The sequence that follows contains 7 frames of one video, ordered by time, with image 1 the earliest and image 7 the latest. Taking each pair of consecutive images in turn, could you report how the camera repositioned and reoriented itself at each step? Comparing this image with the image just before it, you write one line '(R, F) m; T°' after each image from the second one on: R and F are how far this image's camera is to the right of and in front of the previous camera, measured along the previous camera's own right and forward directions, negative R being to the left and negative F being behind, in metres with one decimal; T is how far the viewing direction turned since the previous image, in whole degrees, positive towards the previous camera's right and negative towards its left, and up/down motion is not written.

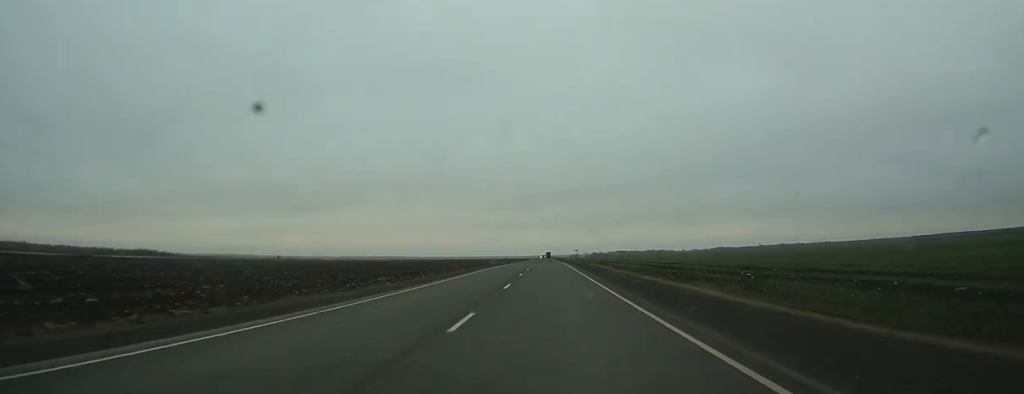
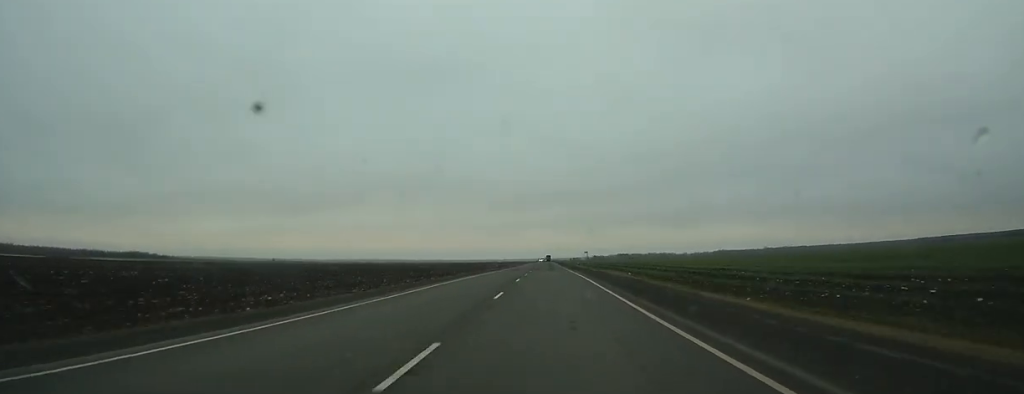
(-0.1, +28.7) m; 0°
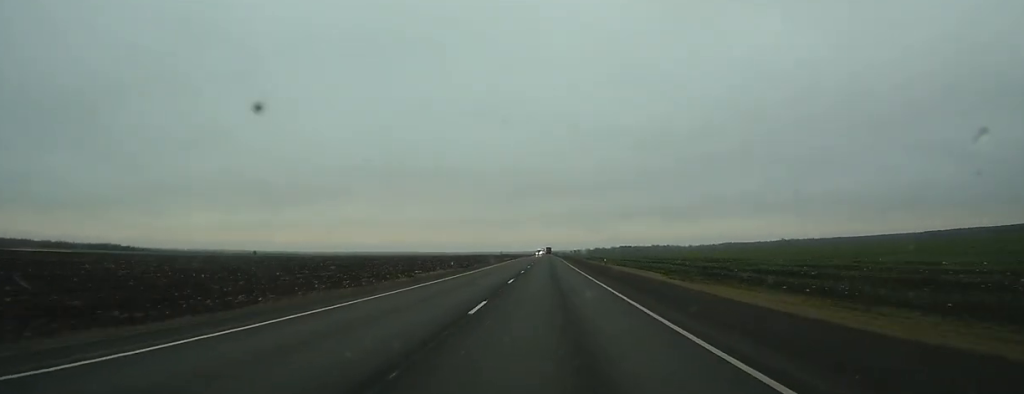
(+0.1, +90.4) m; 0°
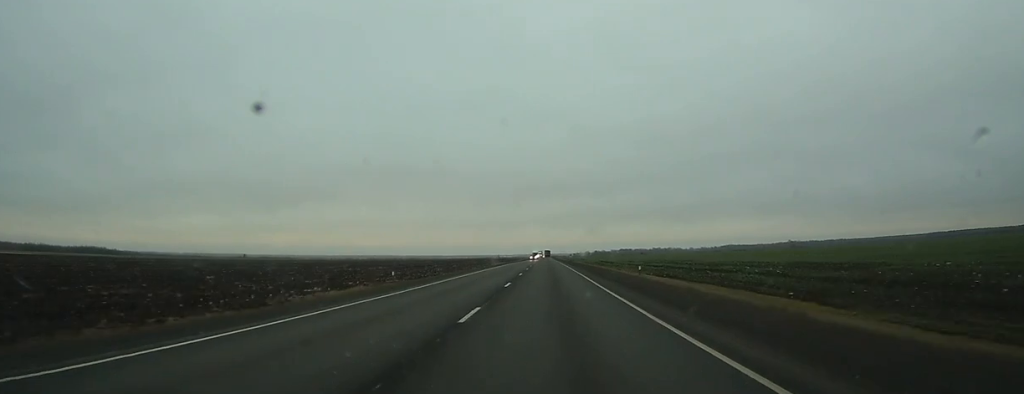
(-0.1, +37.5) m; 0°
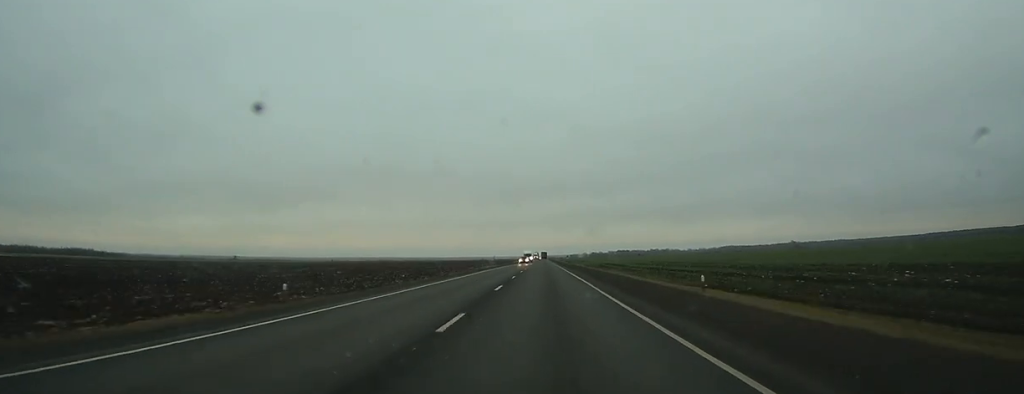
(0.0, +25.5) m; 0°
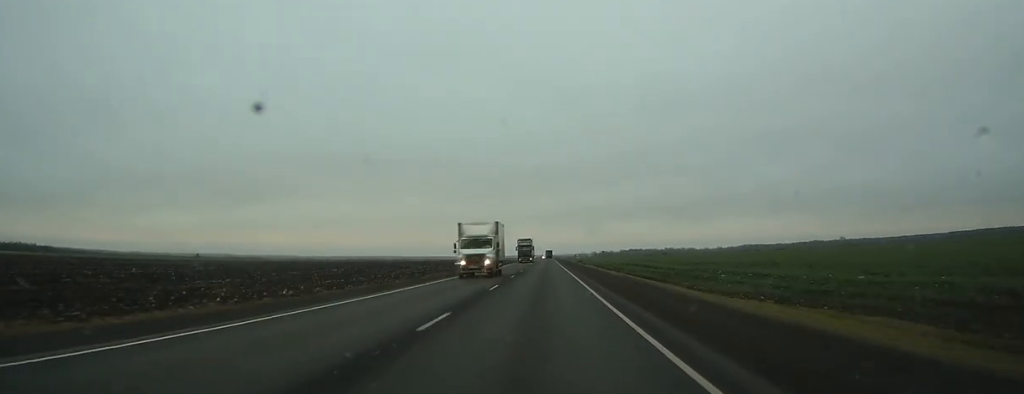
(-0.1, +155.9) m; 0°
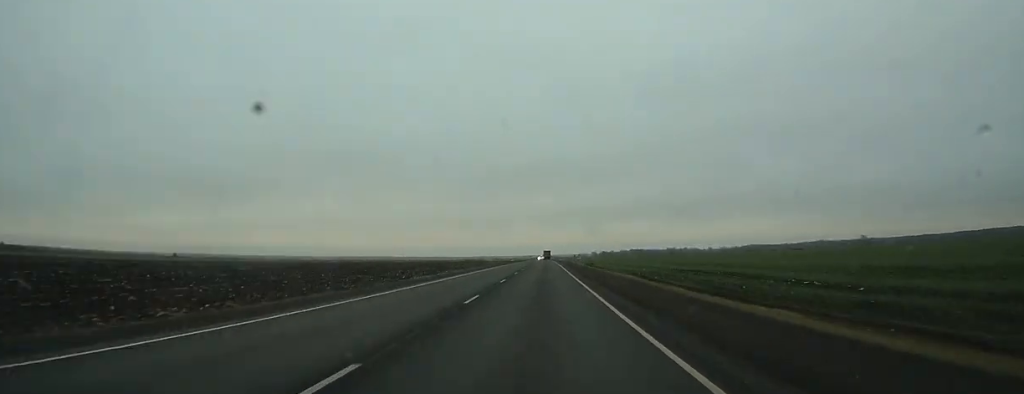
(0.0, +66.1) m; 0°
